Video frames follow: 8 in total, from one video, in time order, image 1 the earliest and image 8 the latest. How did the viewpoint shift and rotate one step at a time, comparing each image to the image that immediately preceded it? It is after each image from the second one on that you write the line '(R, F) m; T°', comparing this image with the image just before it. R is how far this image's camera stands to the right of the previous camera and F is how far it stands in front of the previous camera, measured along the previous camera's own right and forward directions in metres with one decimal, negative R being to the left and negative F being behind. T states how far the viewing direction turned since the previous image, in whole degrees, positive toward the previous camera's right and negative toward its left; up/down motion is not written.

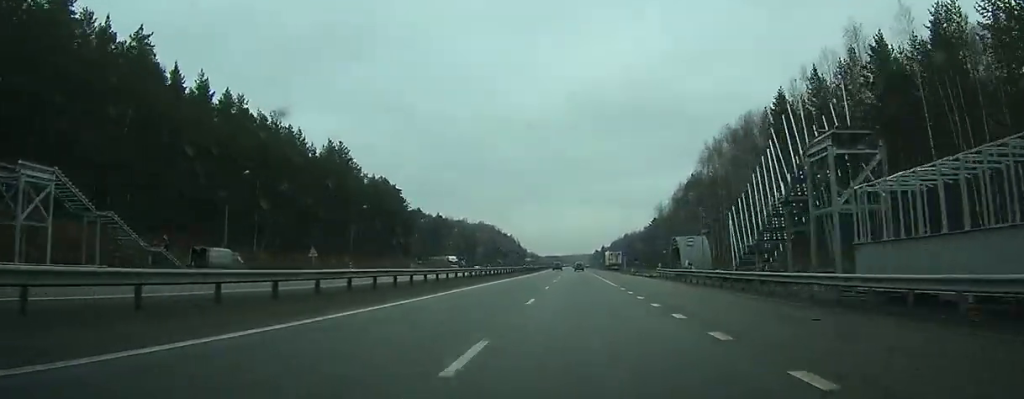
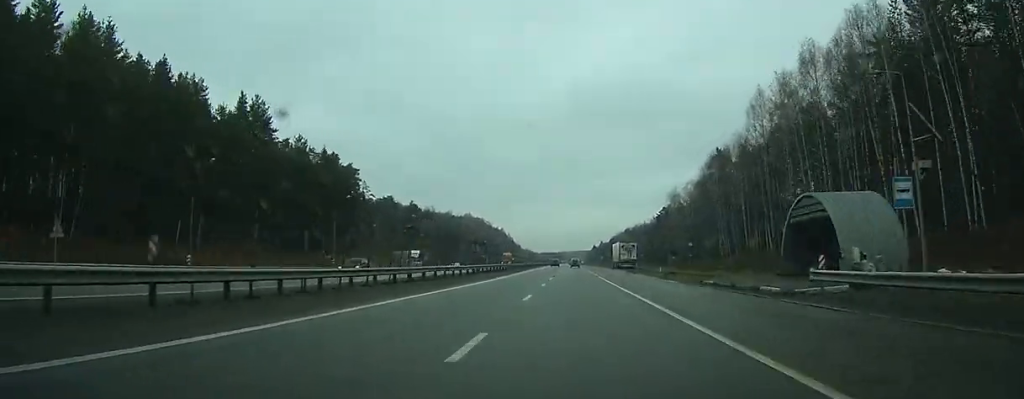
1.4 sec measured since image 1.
(+0.2, +34.8) m; 0°
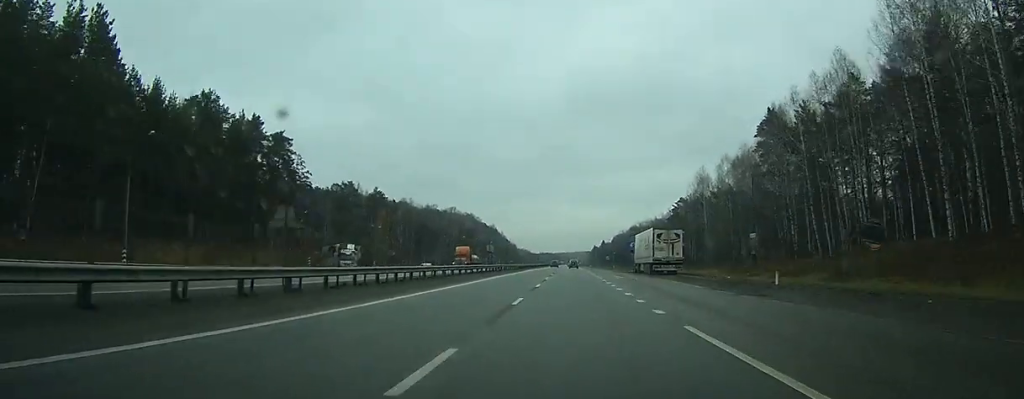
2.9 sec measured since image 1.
(+0.1, +38.0) m; 0°
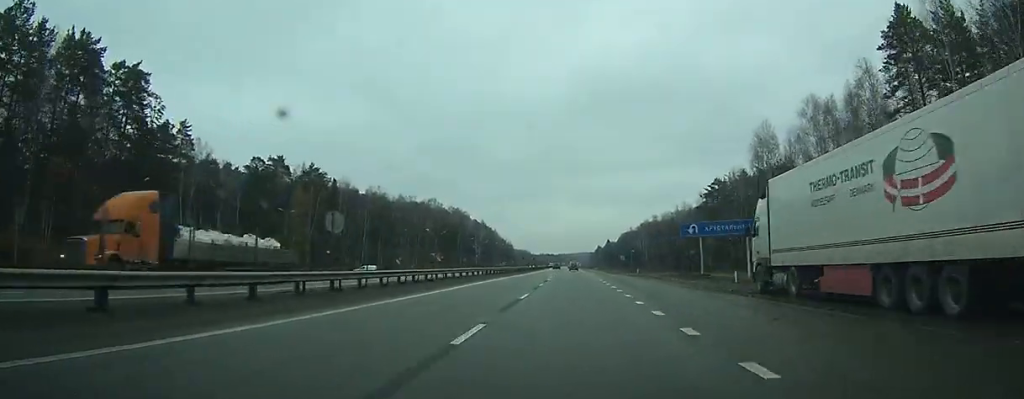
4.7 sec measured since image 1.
(0.0, +44.4) m; 0°
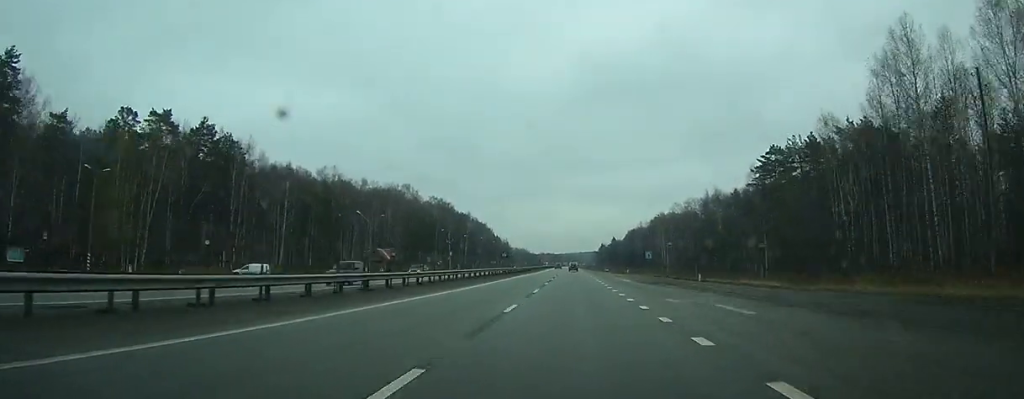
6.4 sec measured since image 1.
(+0.1, +41.0) m; 0°
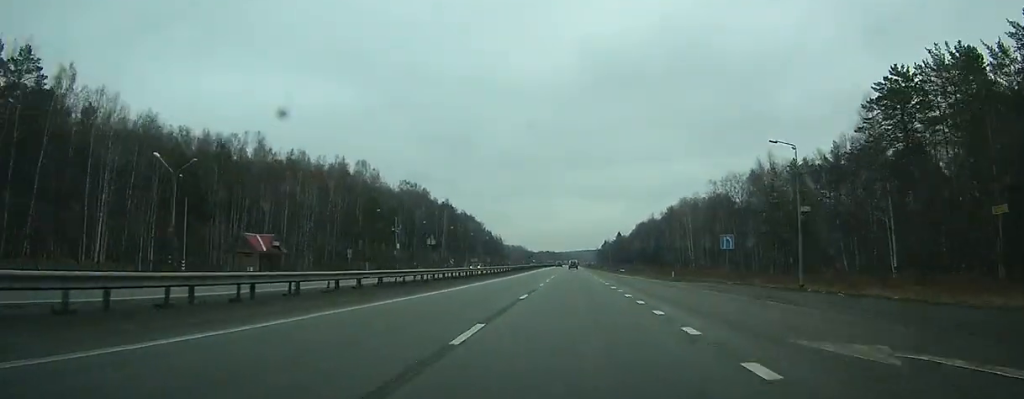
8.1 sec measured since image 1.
(0.0, +42.7) m; 0°
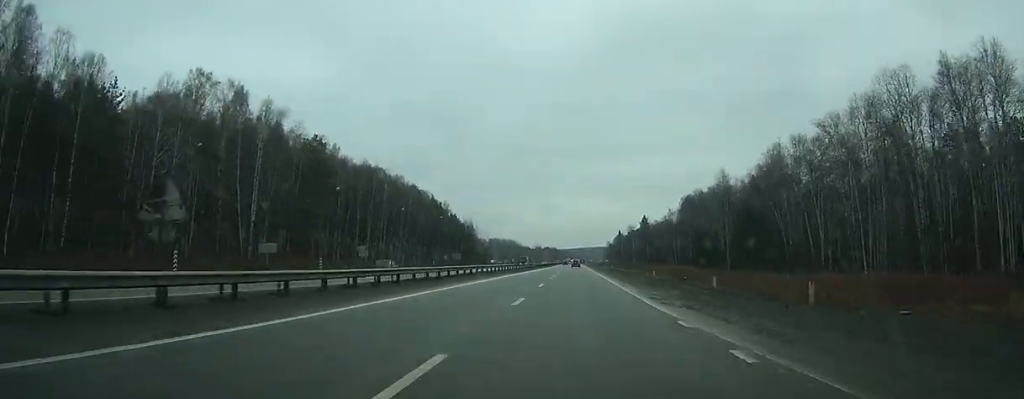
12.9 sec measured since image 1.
(+1.1, +119.0) m; 0°
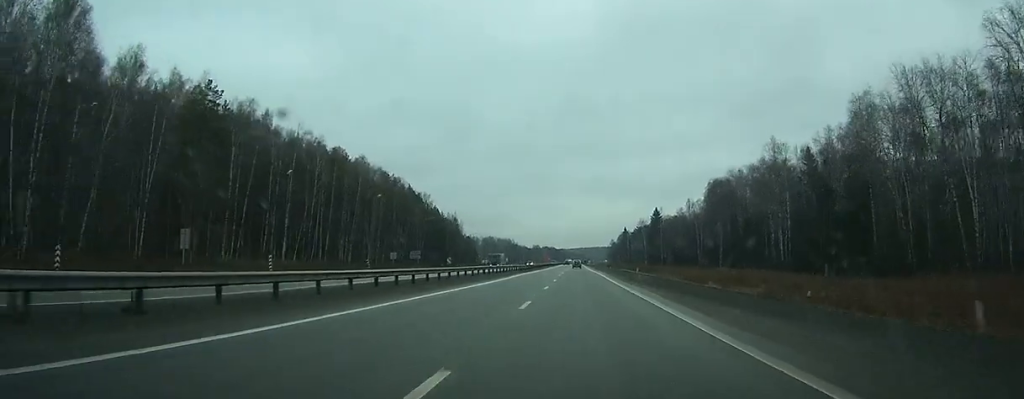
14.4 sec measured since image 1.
(-0.2, +36.2) m; 0°
